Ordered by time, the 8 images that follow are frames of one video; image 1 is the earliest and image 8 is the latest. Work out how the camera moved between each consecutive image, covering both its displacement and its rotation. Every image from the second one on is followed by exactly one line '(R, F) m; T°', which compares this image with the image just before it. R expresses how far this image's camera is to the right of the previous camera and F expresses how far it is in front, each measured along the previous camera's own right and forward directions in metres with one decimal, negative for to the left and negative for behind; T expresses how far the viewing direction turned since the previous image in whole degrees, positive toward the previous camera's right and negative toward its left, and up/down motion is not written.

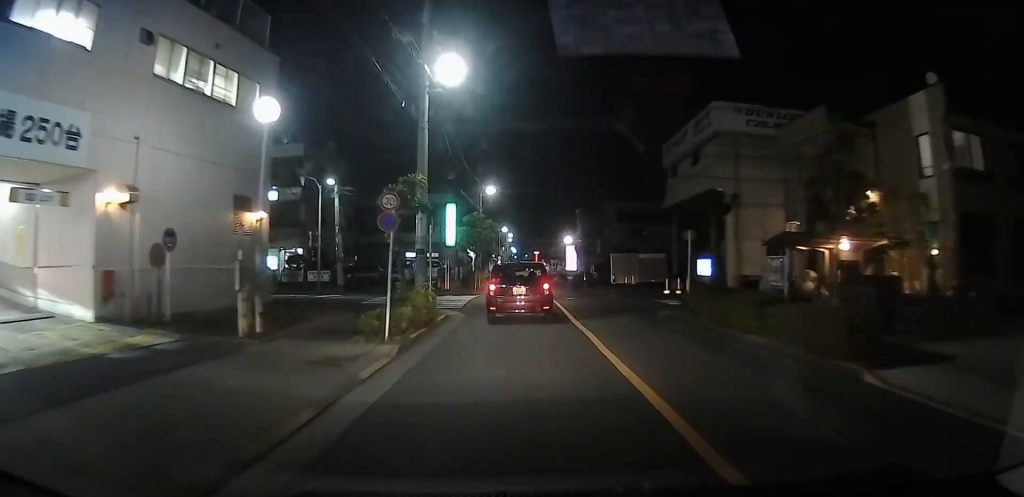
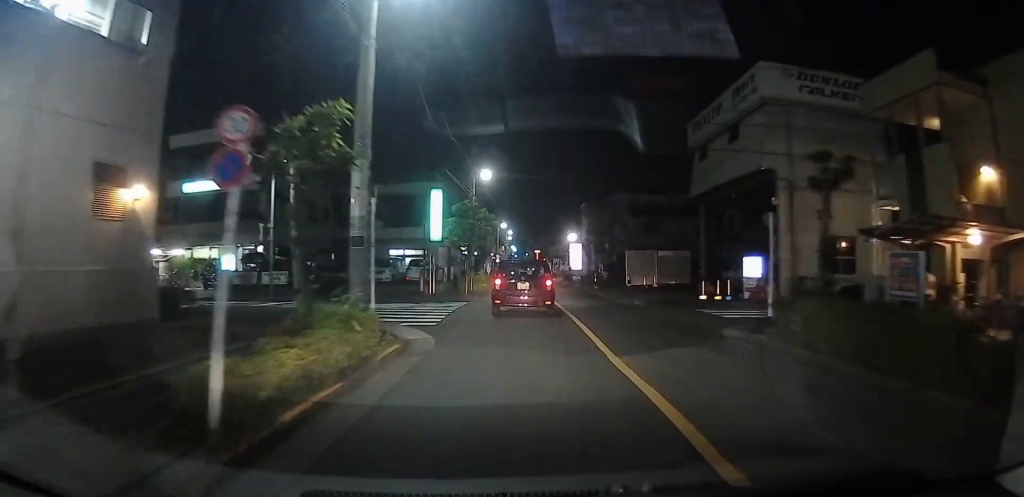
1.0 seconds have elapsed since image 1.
(0.0, +6.8) m; 0°
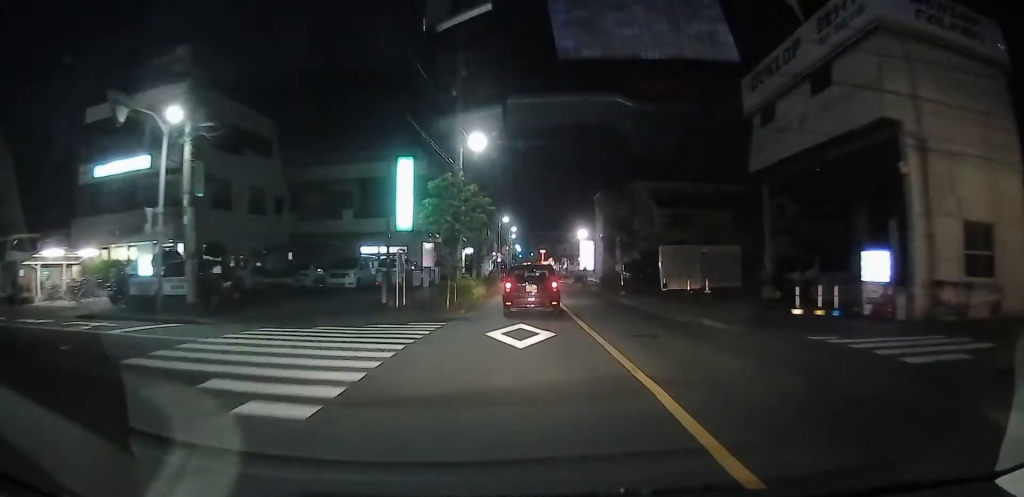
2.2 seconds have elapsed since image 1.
(0.0, +9.3) m; 0°
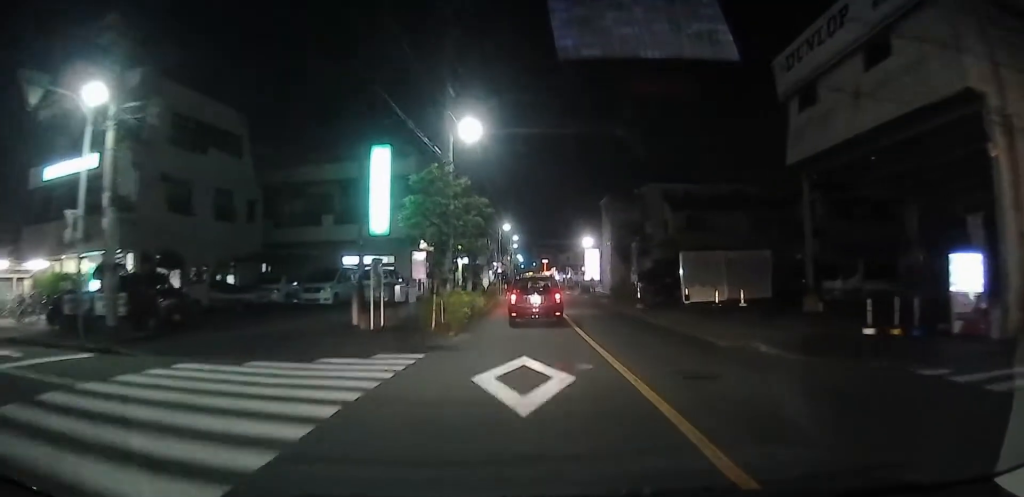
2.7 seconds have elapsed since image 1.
(0.0, +4.1) m; -3°
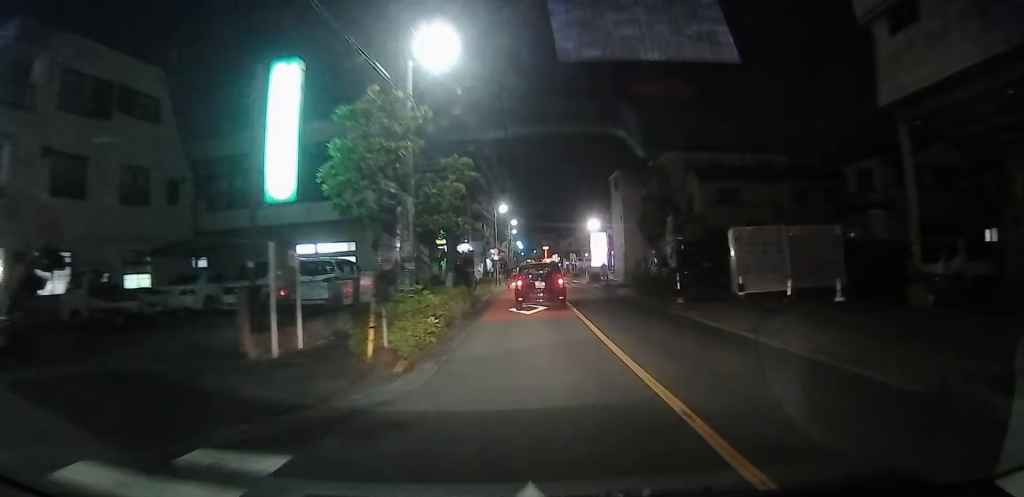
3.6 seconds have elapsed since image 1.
(-0.3, +7.2) m; -4°
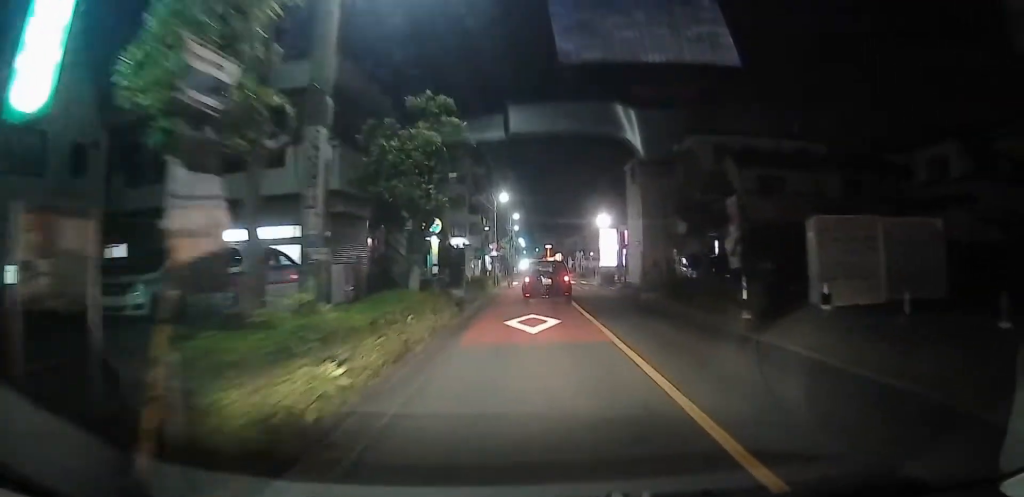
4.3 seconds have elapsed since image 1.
(-0.5, +6.2) m; 0°
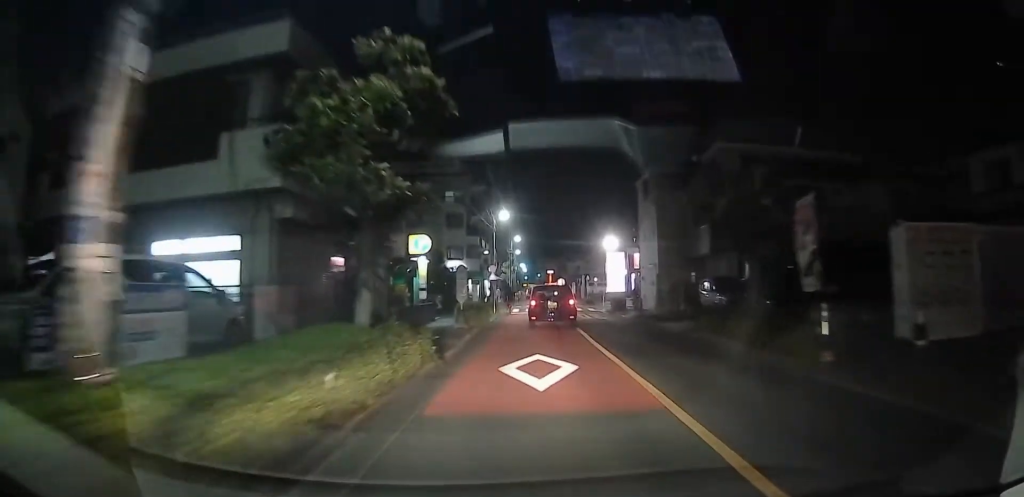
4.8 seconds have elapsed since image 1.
(+0.3, +4.0) m; +3°
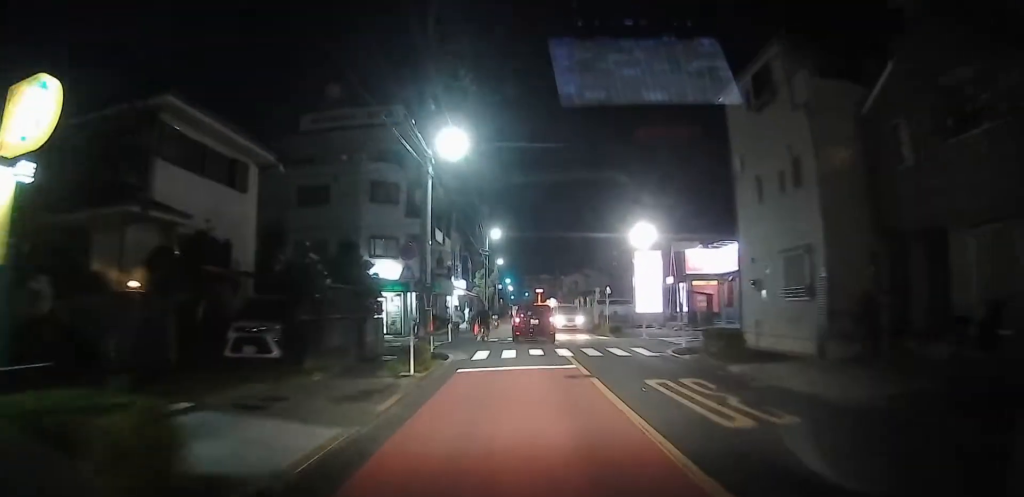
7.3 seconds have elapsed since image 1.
(+1.7, +23.1) m; +5°
